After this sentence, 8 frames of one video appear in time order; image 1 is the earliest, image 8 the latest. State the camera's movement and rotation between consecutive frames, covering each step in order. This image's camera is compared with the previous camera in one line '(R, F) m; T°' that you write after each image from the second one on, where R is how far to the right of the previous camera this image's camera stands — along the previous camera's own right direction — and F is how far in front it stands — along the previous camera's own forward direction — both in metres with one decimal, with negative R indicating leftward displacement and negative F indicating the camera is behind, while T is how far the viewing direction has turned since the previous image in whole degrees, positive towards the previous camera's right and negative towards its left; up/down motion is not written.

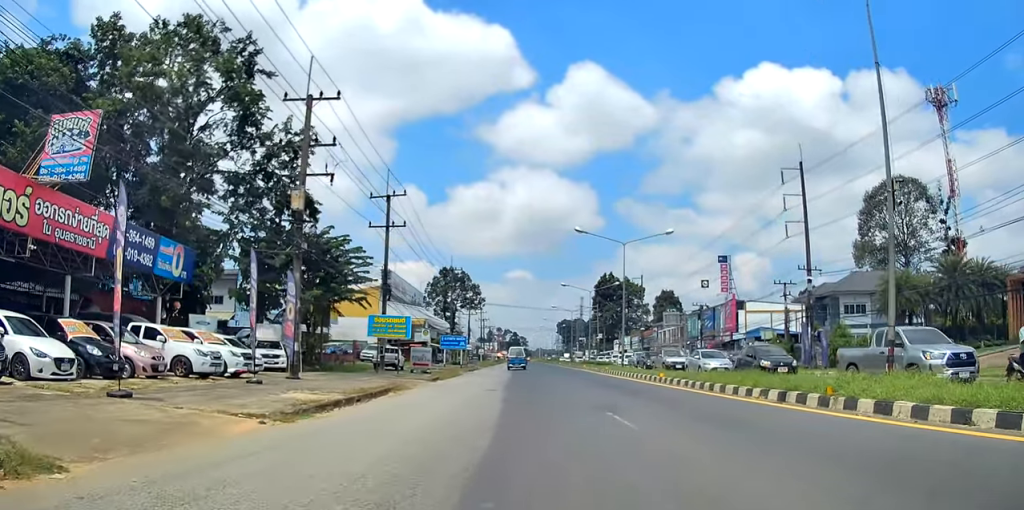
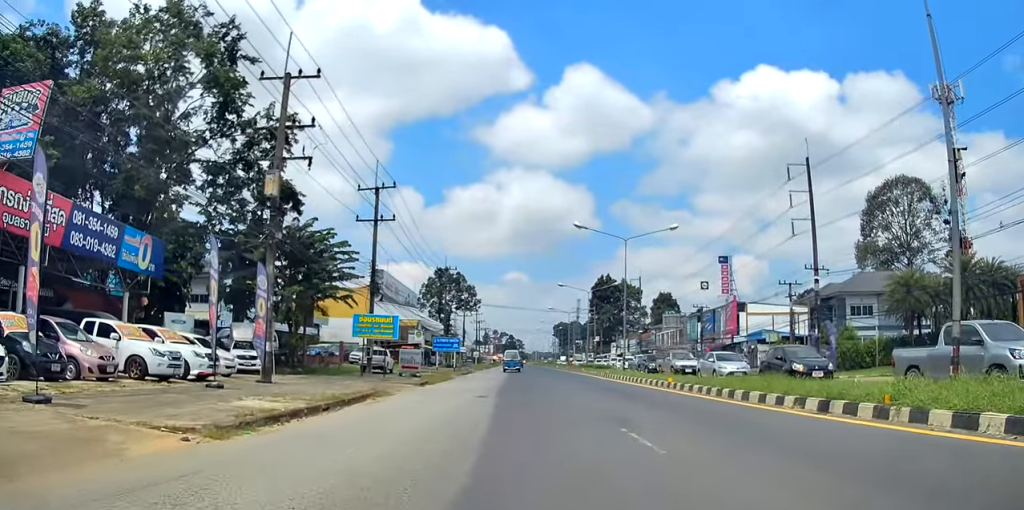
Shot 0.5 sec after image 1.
(0.0, +2.4) m; +1°
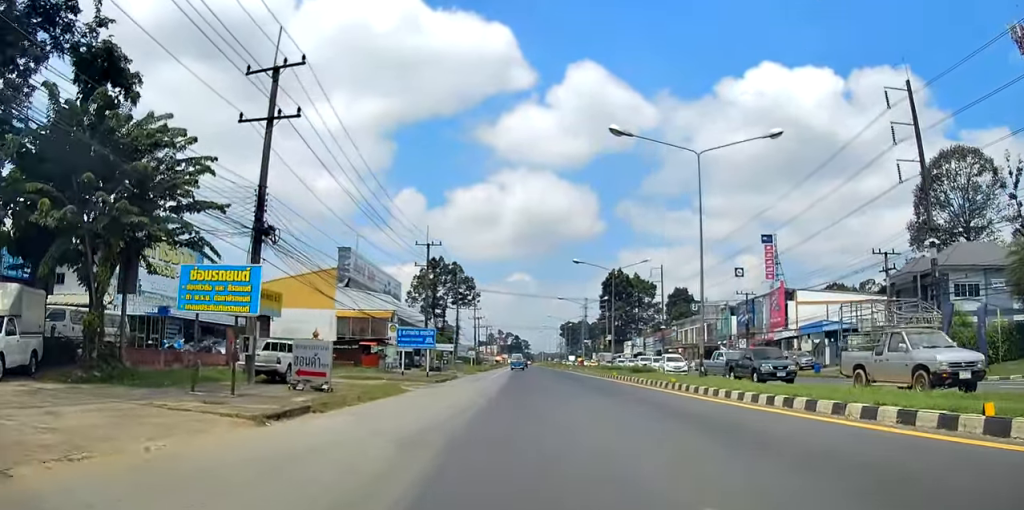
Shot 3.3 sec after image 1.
(-1.0, +17.1) m; -4°
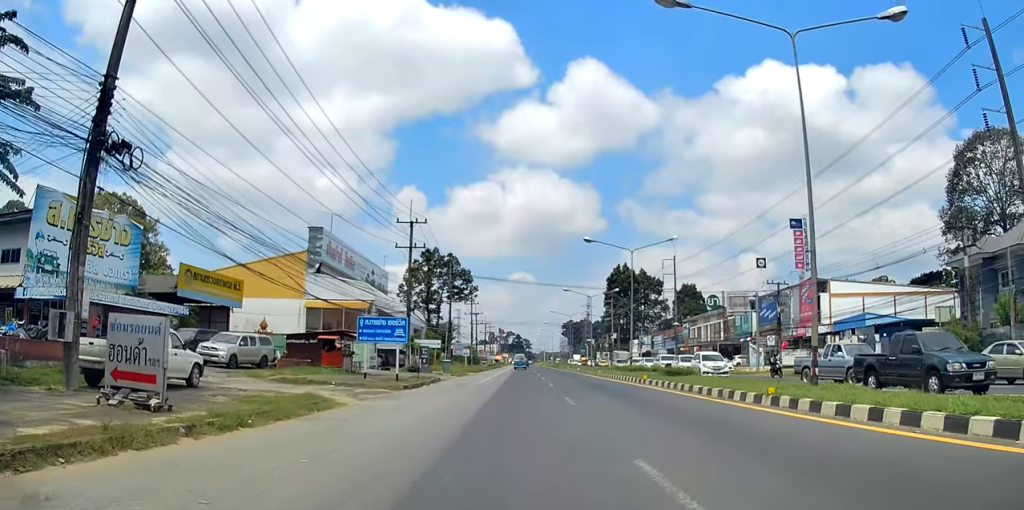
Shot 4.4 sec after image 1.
(+0.4, +9.5) m; +2°
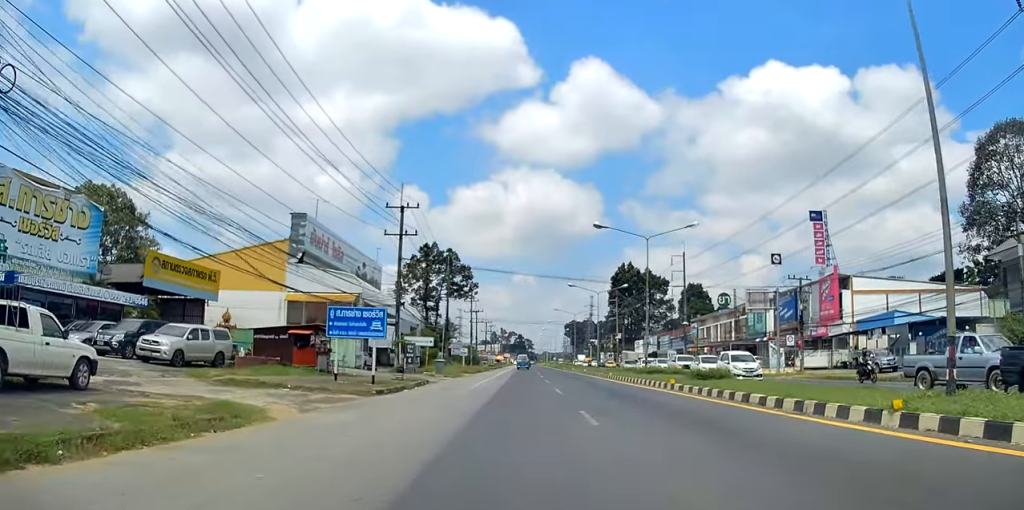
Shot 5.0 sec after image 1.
(0.0, +5.3) m; 0°
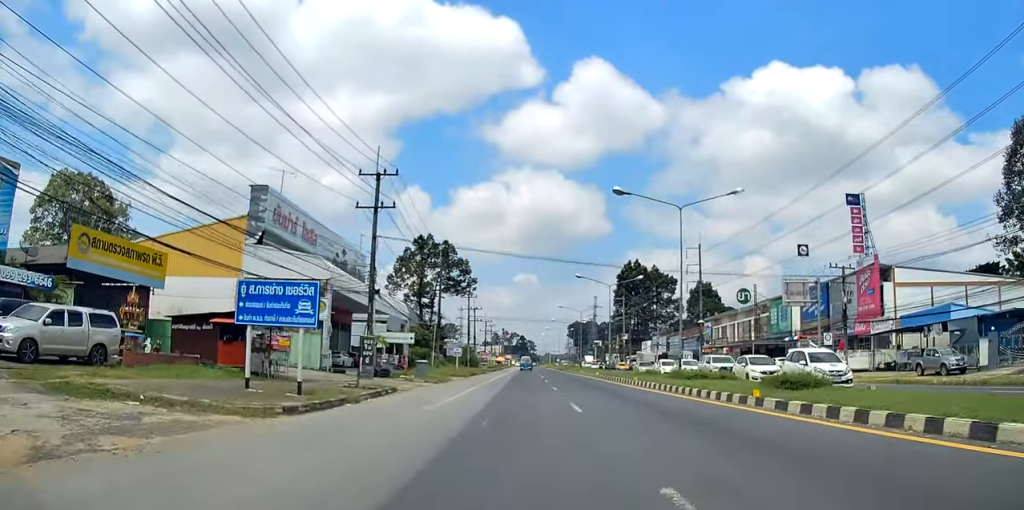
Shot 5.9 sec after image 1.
(0.0, +8.4) m; -1°
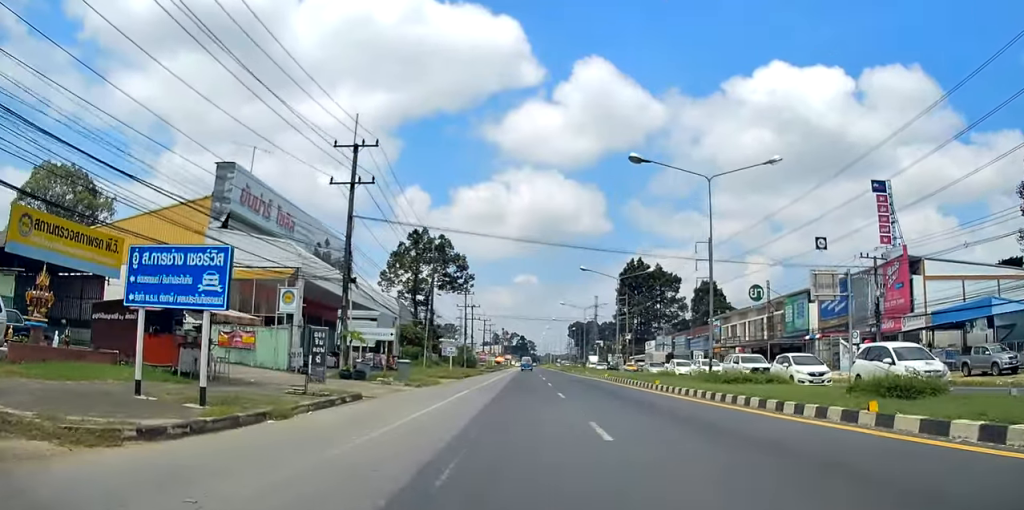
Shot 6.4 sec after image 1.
(0.0, +5.5) m; 0°
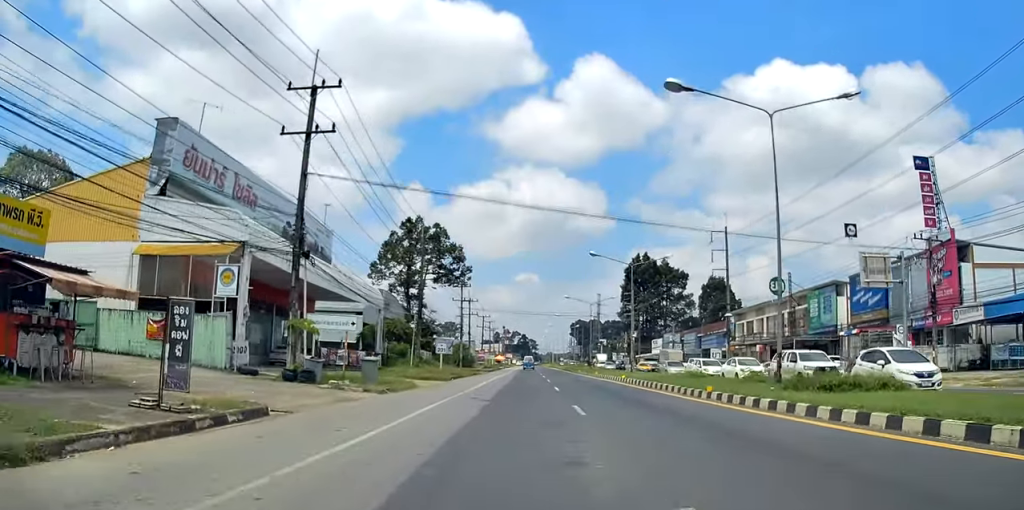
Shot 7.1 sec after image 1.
(-0.1, +7.1) m; 0°
